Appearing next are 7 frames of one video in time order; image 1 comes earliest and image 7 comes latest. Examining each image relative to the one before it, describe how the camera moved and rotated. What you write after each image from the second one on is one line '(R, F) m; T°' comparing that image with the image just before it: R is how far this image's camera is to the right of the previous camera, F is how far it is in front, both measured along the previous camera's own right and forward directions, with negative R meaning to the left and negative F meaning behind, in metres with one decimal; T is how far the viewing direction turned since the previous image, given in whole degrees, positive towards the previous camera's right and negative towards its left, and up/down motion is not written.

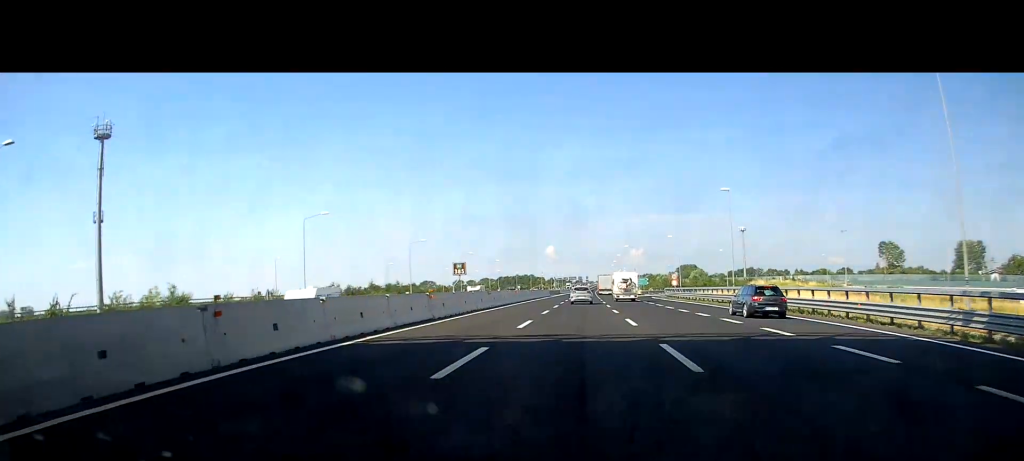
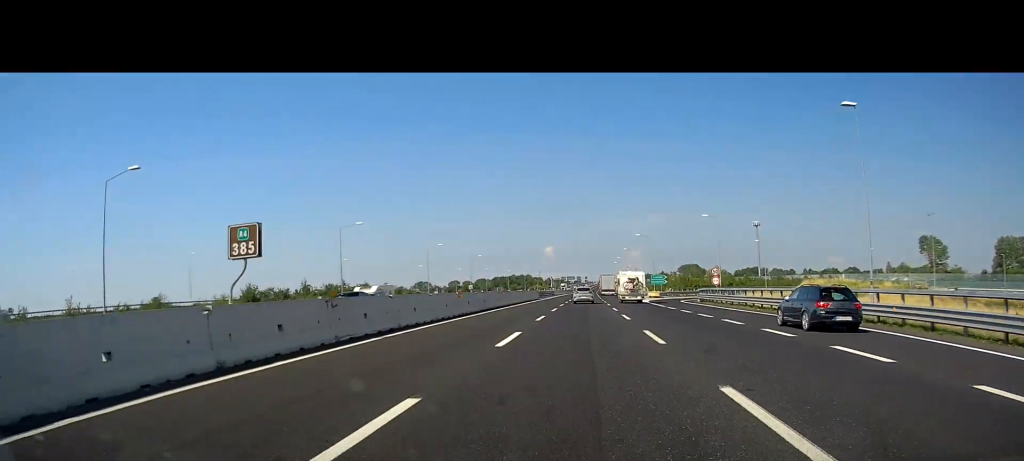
(+0.1, +29.7) m; 0°
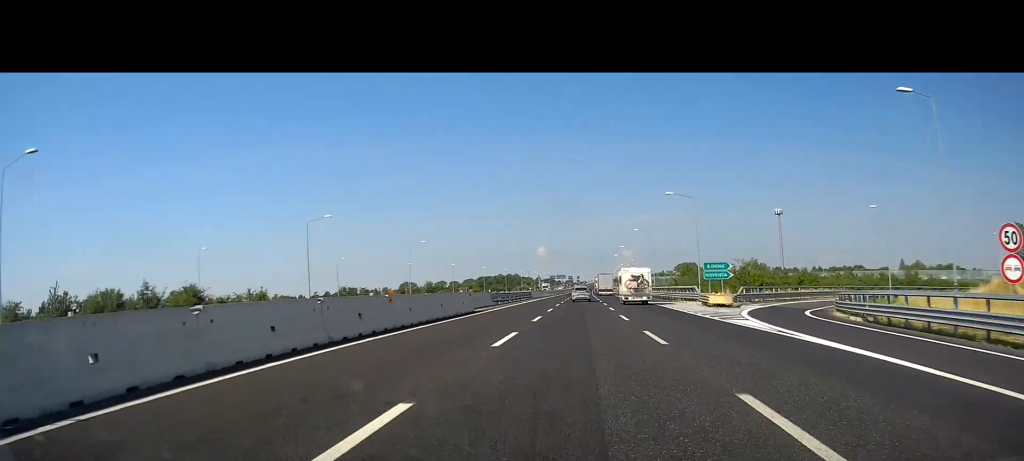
(-0.4, +48.1) m; 0°
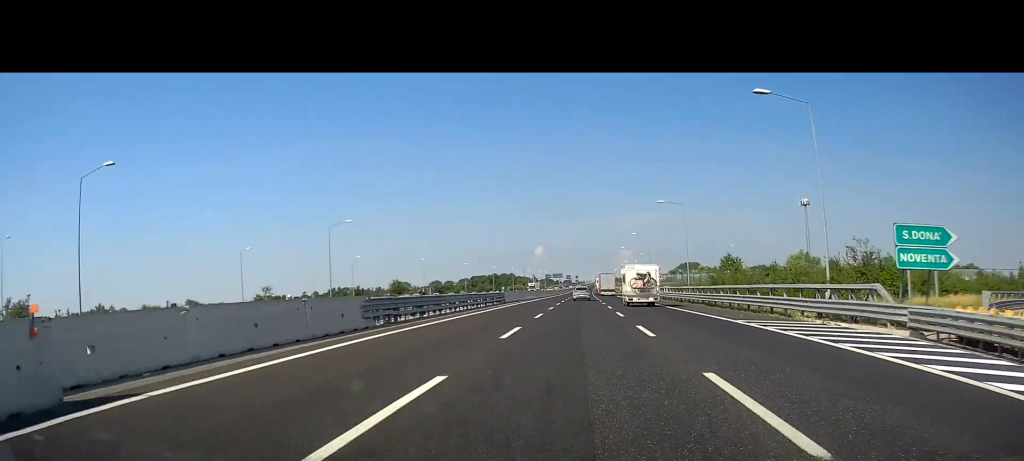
(+0.3, +33.6) m; +1°
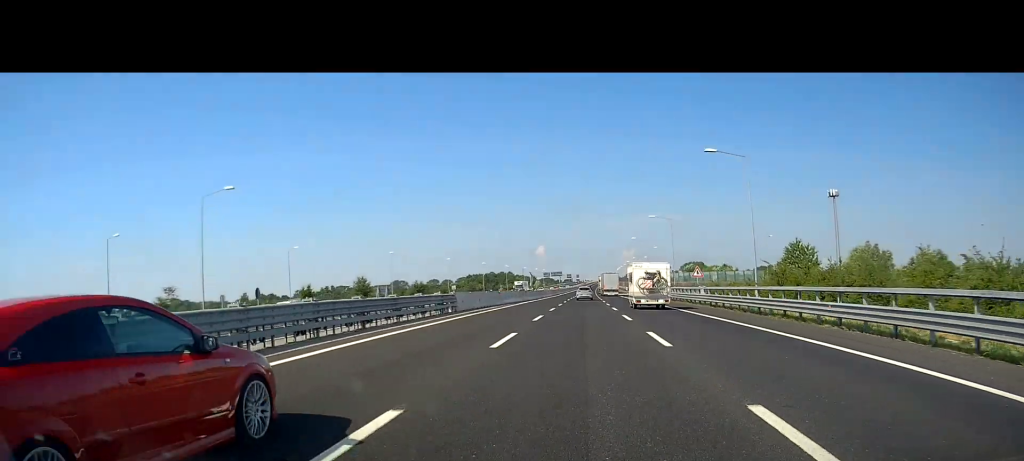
(+0.1, +26.3) m; 0°
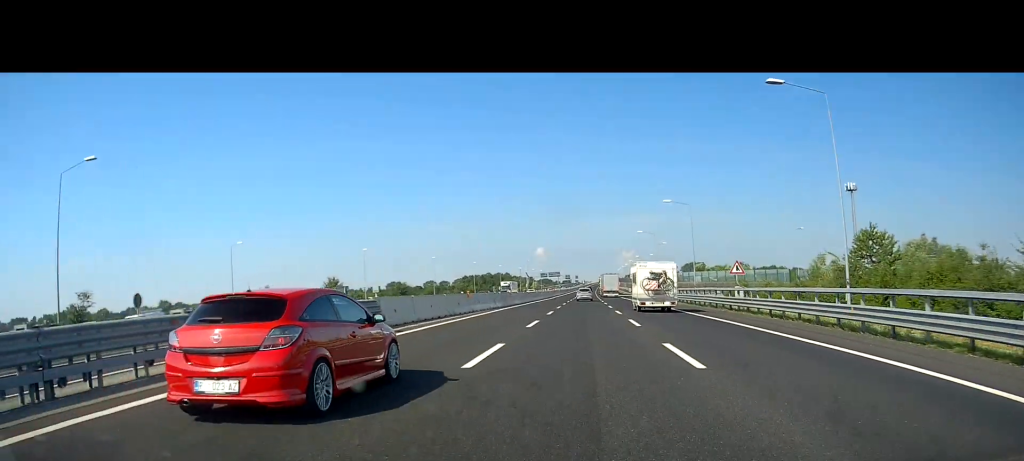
(0.0, +15.4) m; 0°
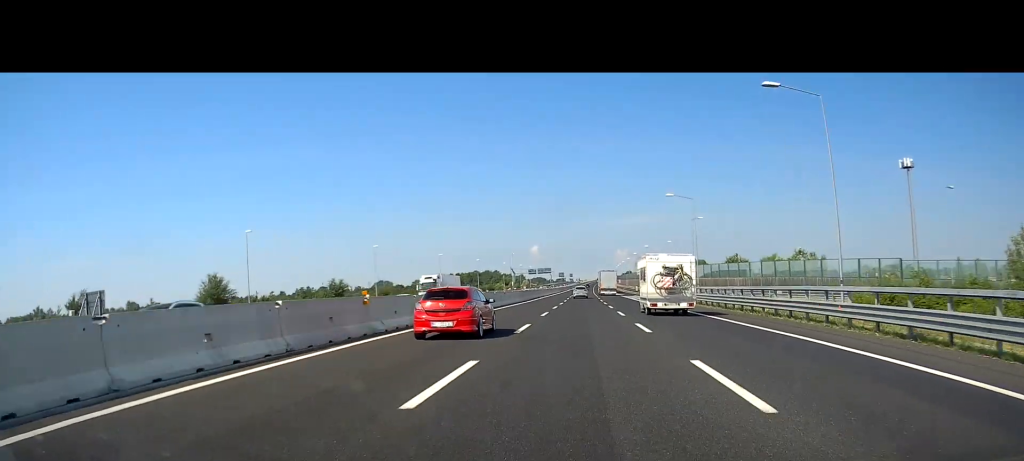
(+0.1, +39.0) m; 0°
